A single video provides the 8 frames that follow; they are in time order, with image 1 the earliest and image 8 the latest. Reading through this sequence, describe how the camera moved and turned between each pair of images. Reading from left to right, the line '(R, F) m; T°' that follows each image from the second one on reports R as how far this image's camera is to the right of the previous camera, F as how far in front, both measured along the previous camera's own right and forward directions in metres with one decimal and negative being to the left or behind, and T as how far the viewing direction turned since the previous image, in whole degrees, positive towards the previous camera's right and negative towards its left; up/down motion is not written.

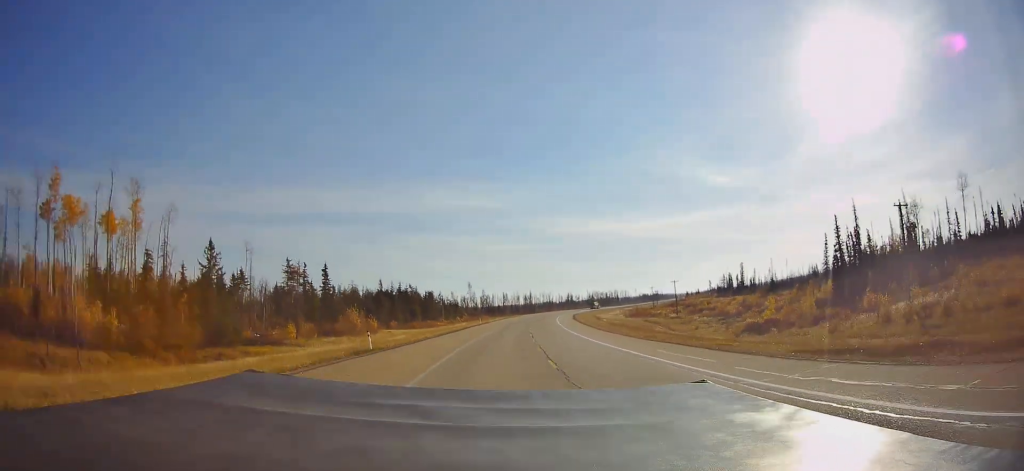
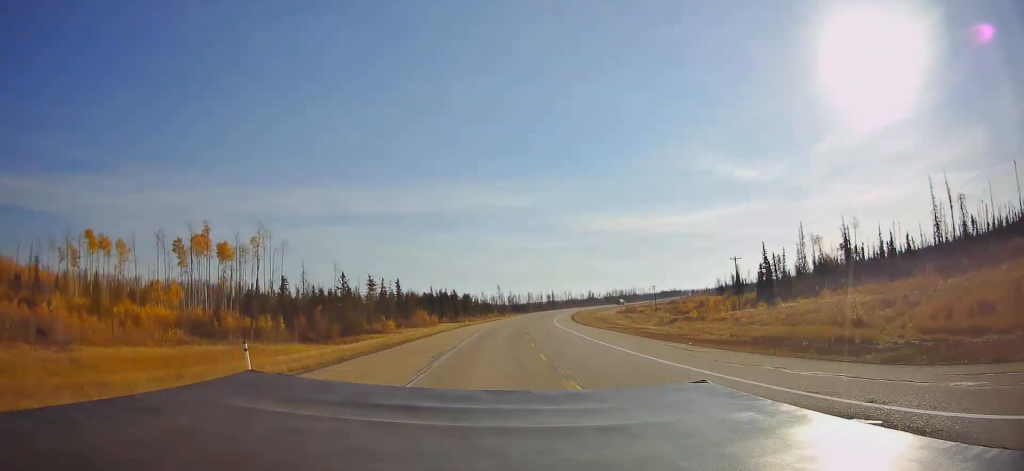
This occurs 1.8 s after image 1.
(-1.2, +48.0) m; -2°
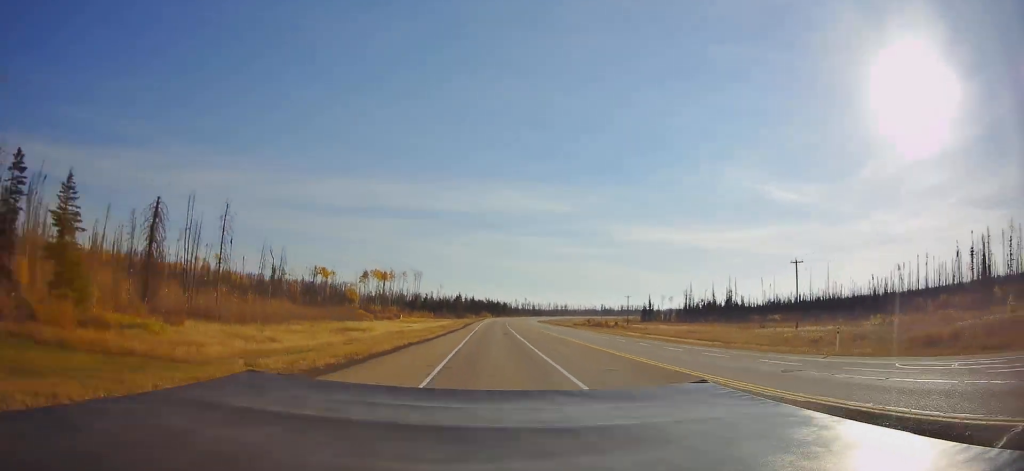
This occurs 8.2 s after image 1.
(-7.2, +169.4) m; -3°
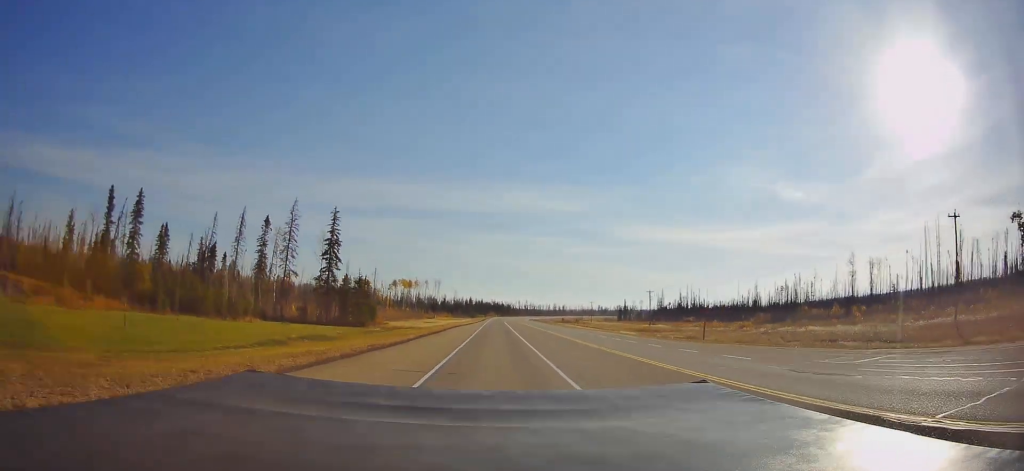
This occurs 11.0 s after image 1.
(-0.2, +73.8) m; 0°
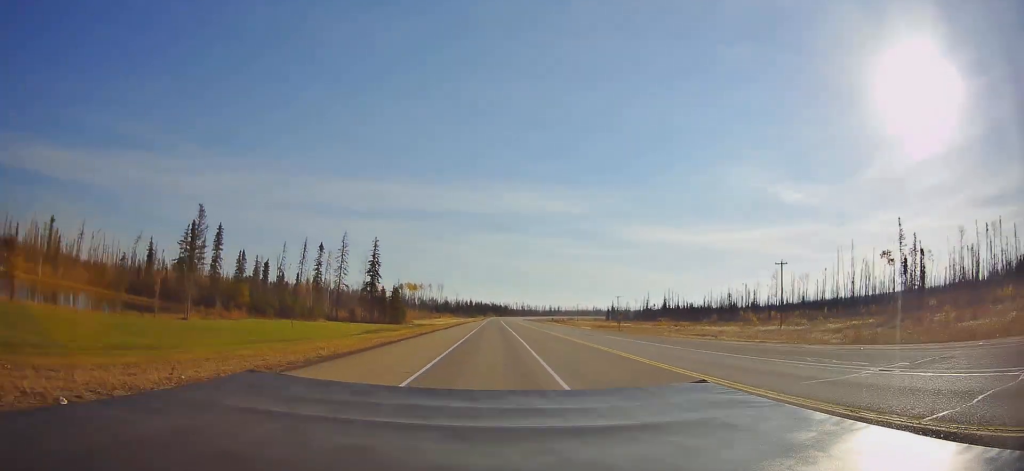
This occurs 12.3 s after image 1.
(0.0, +34.2) m; 0°
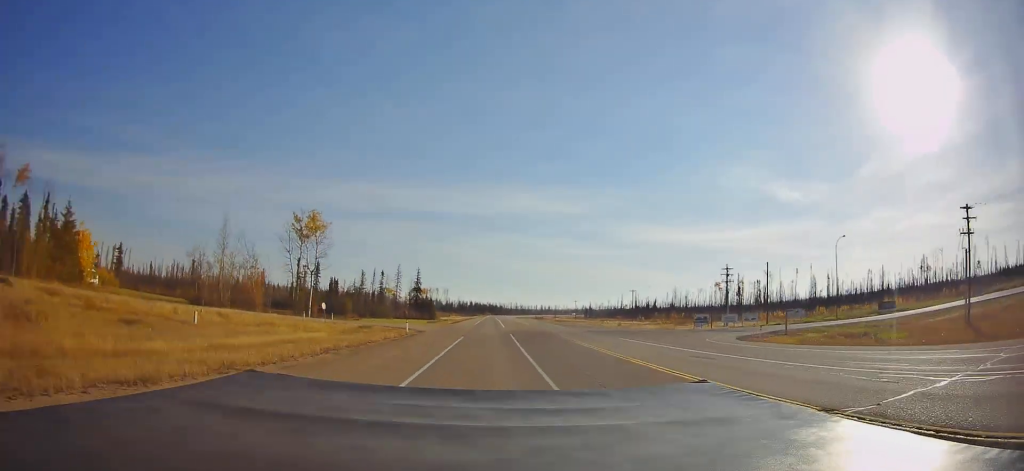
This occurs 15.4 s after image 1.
(0.0, +81.4) m; 0°
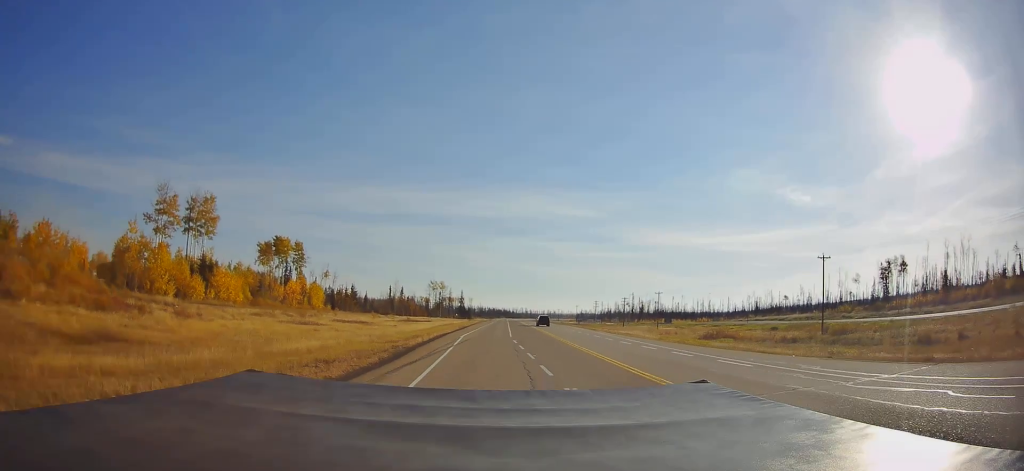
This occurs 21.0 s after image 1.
(-1.6, +146.5) m; -1°
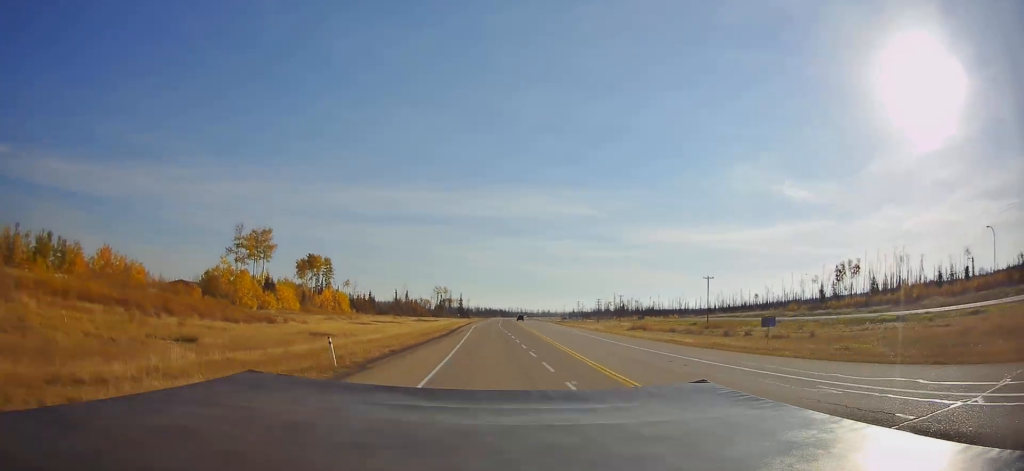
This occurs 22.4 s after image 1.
(0.0, +36.6) m; 0°
